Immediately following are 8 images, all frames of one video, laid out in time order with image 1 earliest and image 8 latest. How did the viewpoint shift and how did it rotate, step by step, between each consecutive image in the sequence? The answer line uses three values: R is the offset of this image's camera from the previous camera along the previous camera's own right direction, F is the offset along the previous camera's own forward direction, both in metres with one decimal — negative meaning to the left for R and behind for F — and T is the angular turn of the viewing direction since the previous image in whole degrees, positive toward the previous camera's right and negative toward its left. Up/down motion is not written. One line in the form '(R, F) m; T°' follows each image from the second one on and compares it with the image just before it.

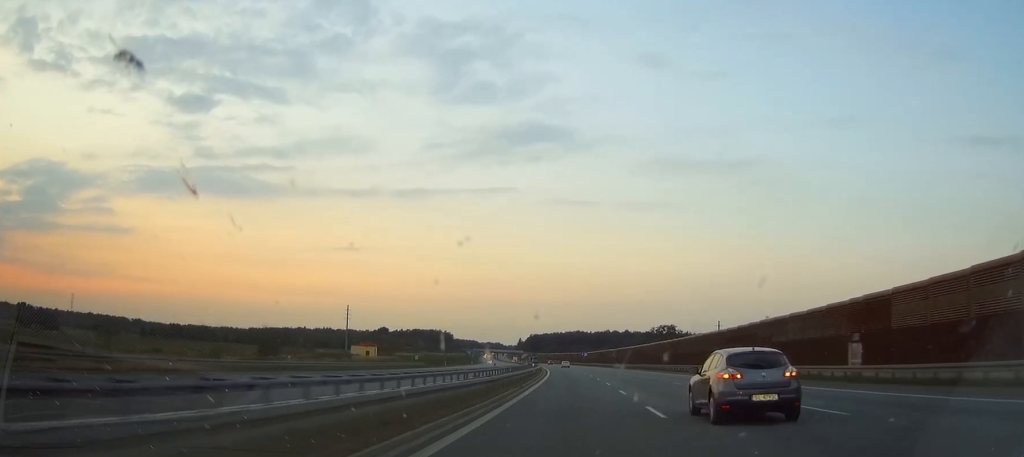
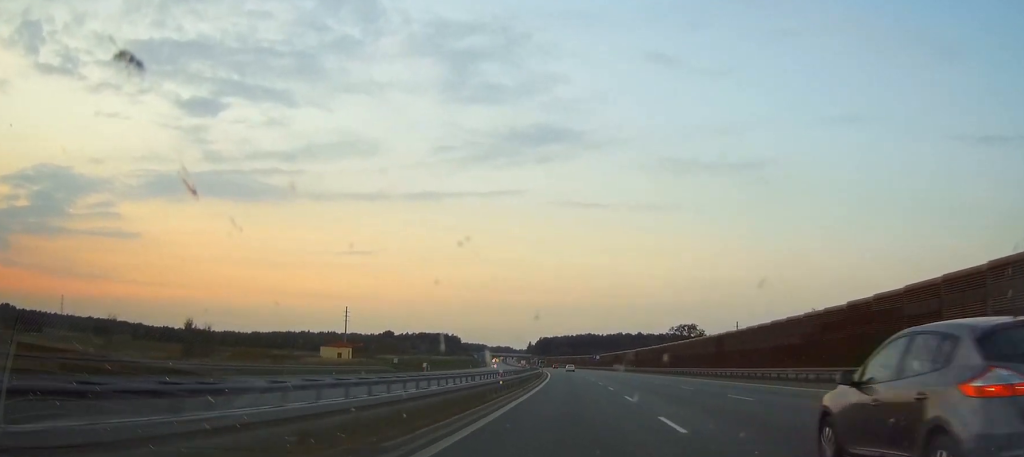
(-0.3, +27.3) m; -1°
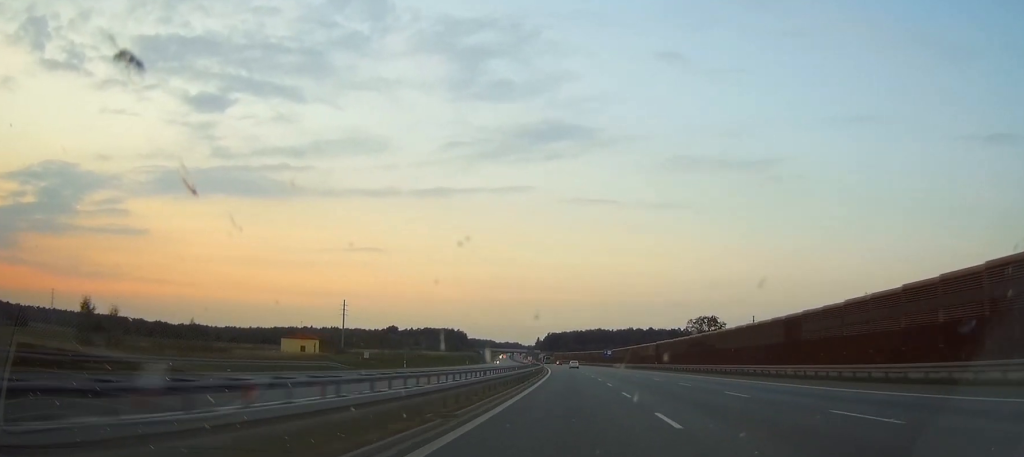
(0.0, +23.7) m; 0°
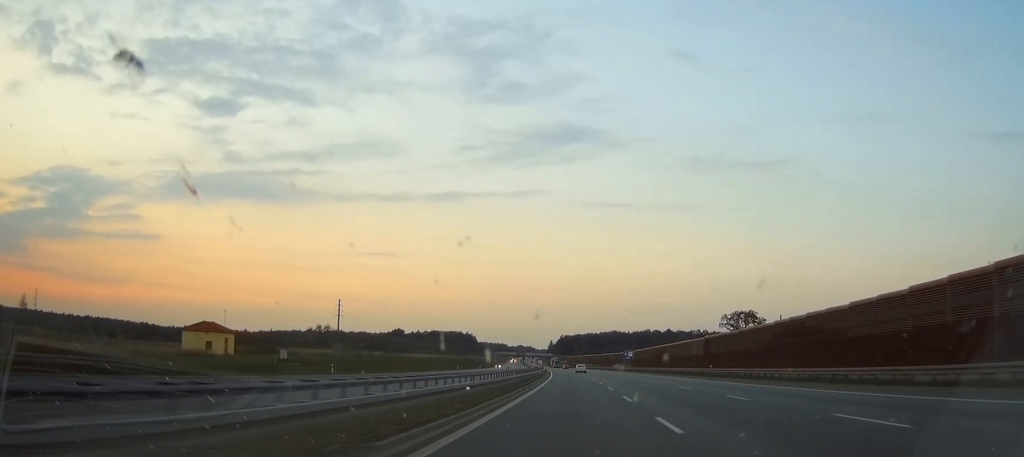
(0.0, +36.5) m; 0°
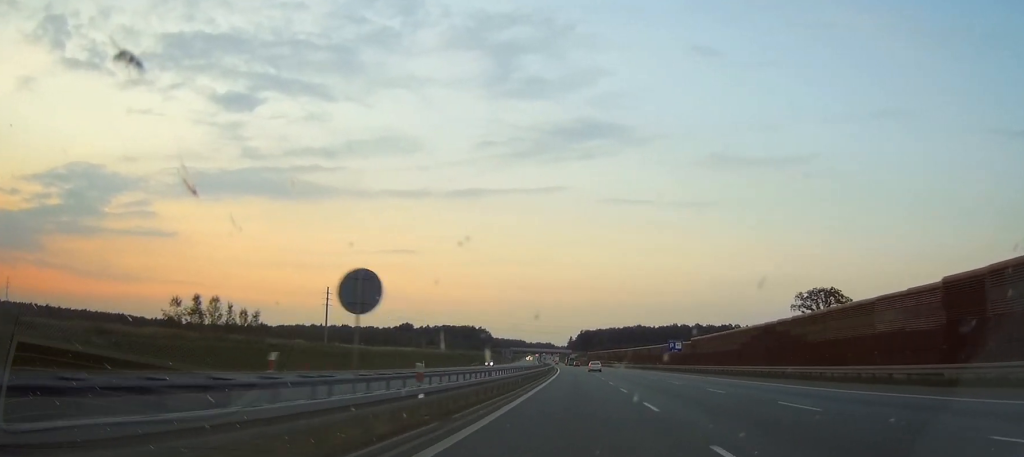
(0.0, +54.8) m; -1°
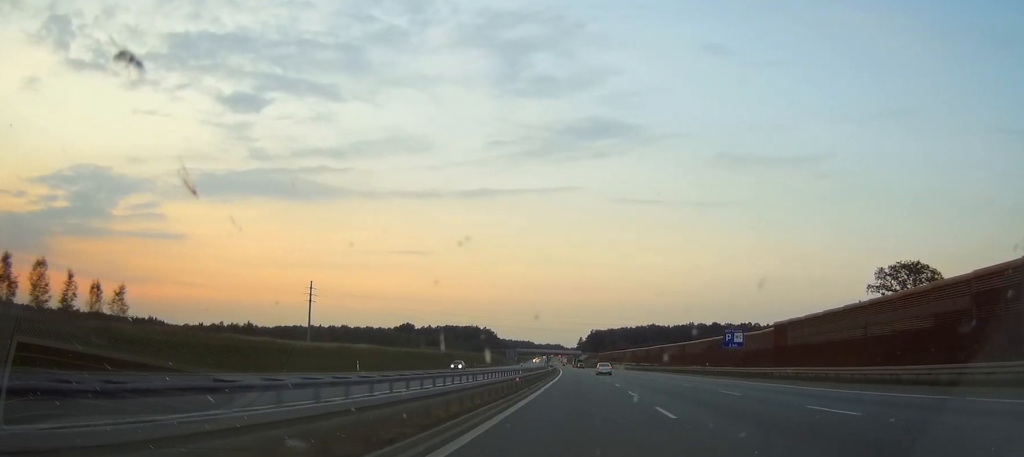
(+0.3, +38.4) m; -1°
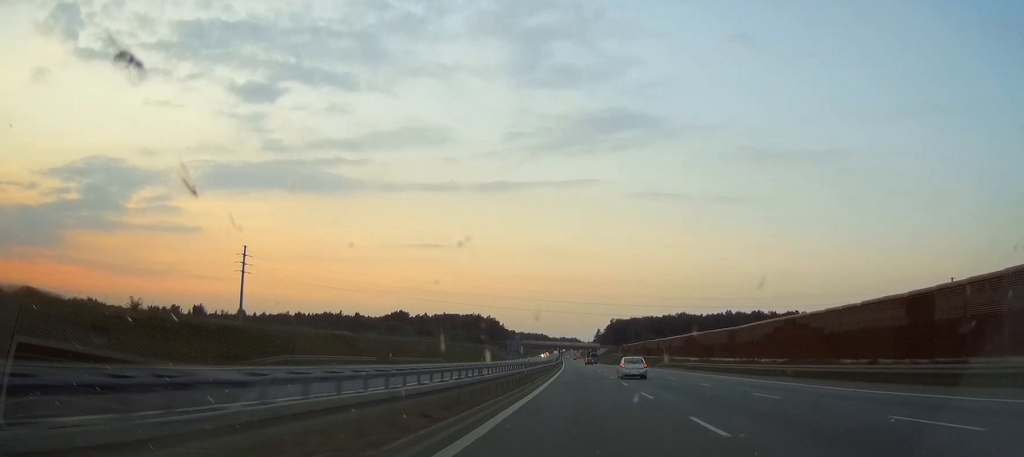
(-3.0, +89.2) m; -2°
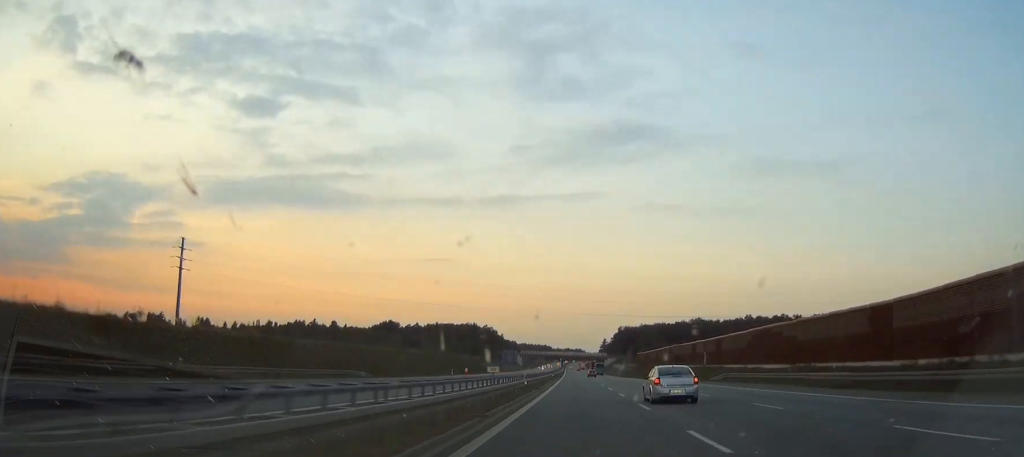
(-0.2, +48.9) m; -1°
